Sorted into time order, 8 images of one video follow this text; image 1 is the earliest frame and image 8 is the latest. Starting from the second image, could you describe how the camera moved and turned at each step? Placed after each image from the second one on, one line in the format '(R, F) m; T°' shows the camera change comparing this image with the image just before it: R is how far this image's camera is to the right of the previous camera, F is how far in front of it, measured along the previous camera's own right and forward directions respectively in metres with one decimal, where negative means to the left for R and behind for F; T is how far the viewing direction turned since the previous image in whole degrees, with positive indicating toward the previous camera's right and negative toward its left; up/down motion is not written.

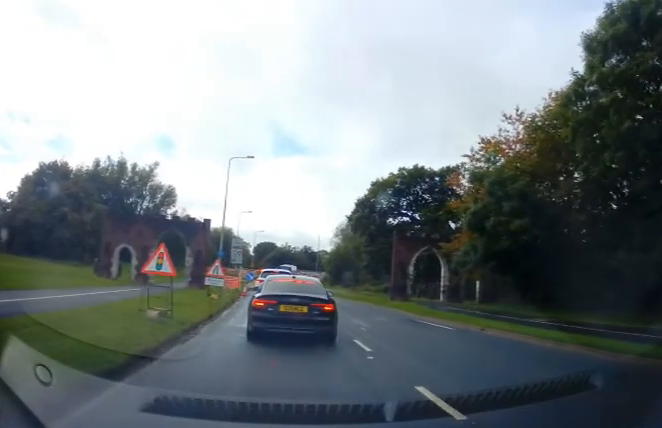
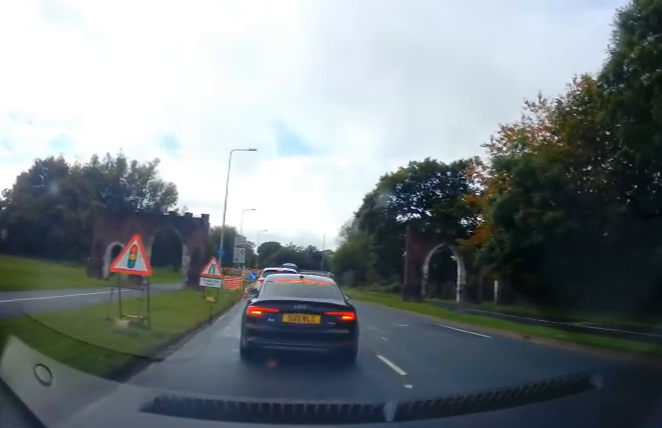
(+0.3, +1.6) m; 0°
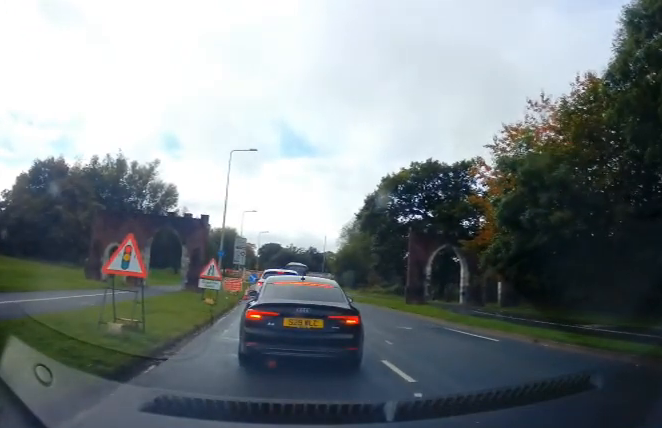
(+0.1, +0.3) m; 0°
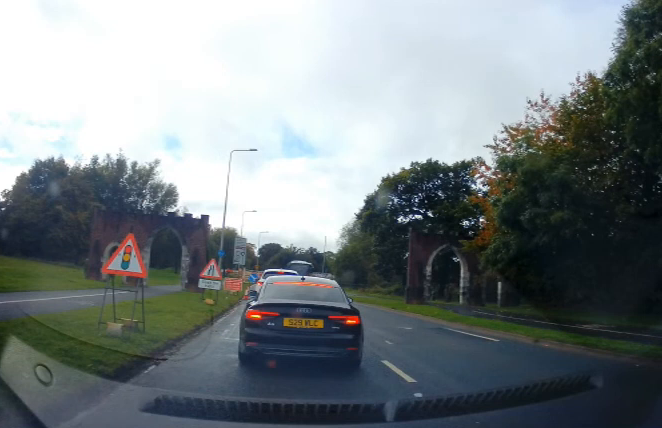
(0.0, 0.0) m; 0°
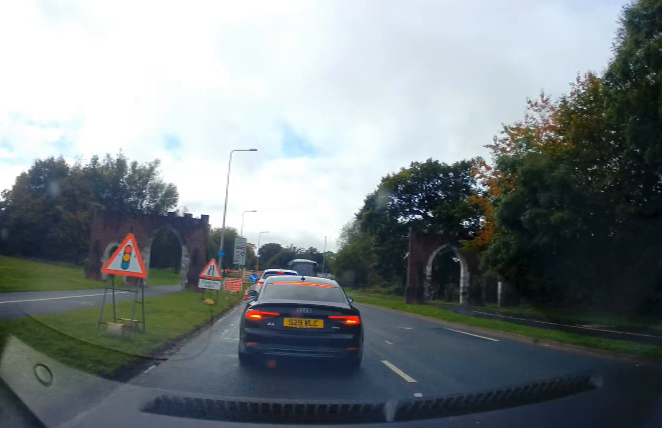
(0.0, 0.0) m; 0°
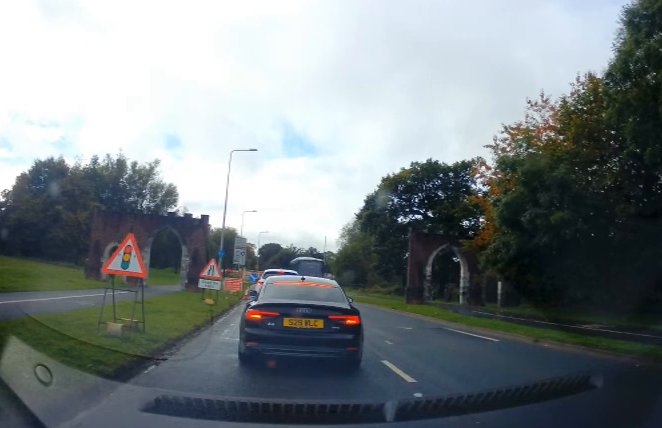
(0.0, 0.0) m; 0°
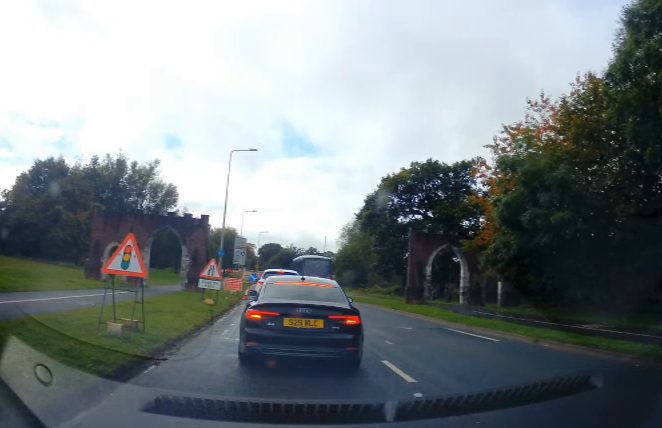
(0.0, 0.0) m; 0°
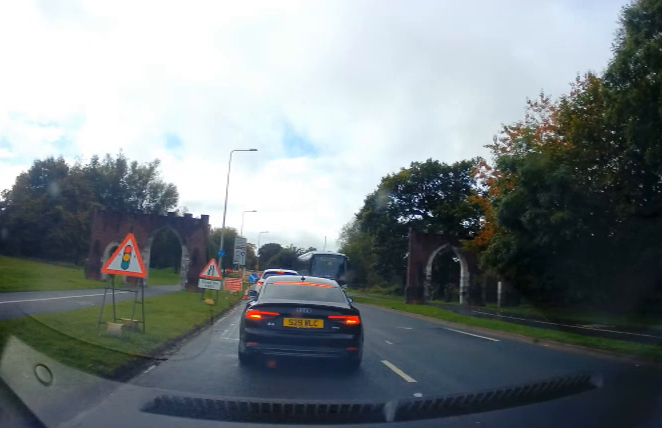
(0.0, 0.0) m; 0°
